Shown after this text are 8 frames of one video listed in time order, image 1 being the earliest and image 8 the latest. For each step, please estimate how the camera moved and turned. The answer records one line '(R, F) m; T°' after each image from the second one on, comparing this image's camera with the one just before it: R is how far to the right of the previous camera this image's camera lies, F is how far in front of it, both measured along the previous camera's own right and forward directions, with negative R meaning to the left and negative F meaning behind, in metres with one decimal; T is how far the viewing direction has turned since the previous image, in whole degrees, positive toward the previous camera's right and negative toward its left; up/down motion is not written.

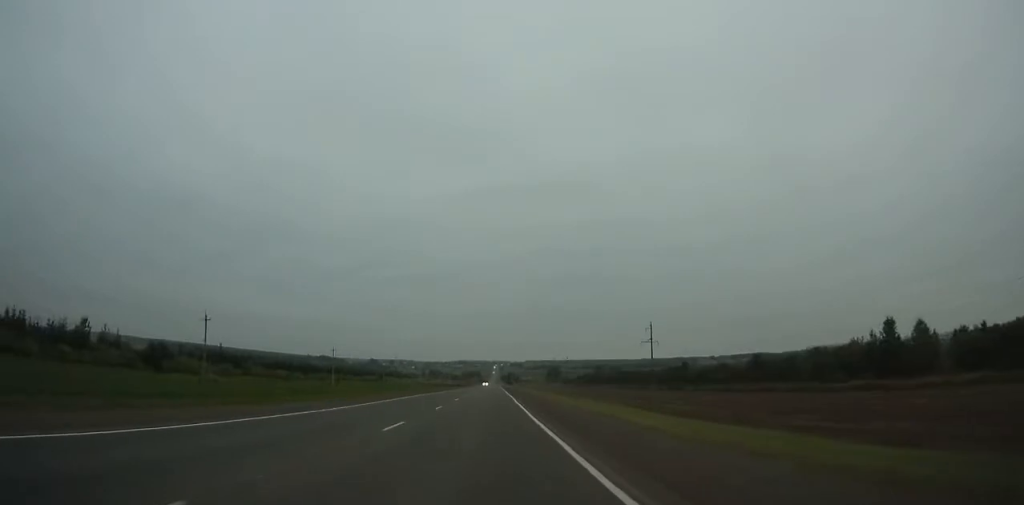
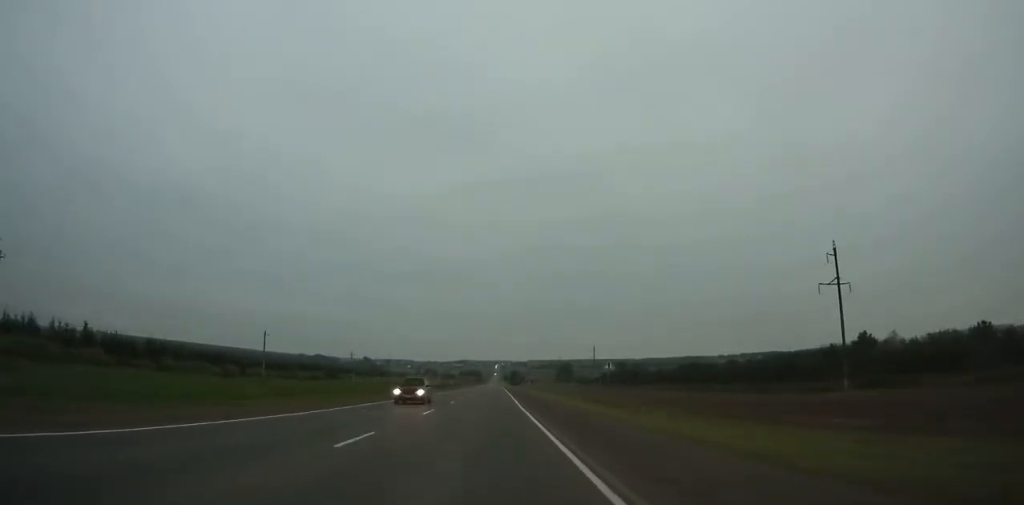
(-0.2, +102.9) m; 0°
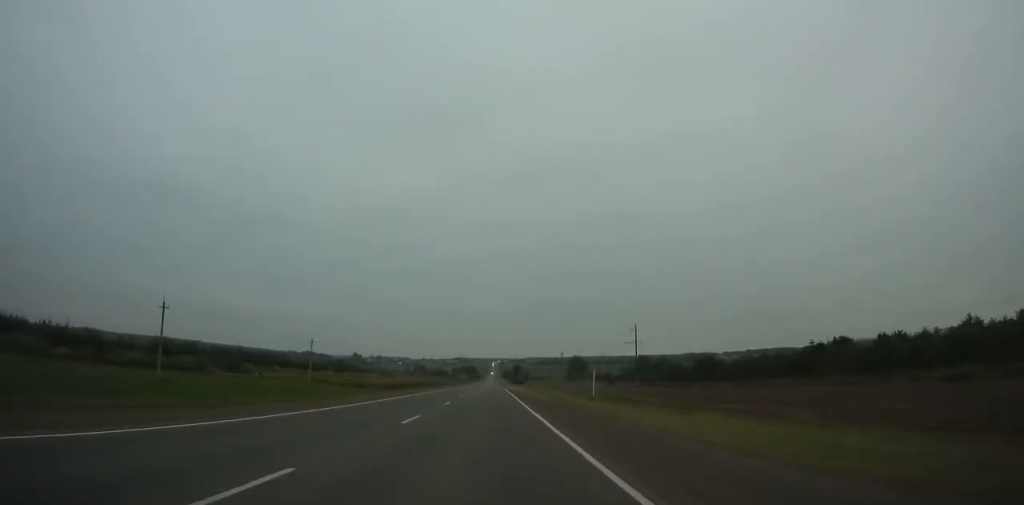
(-0.1, +91.6) m; 0°
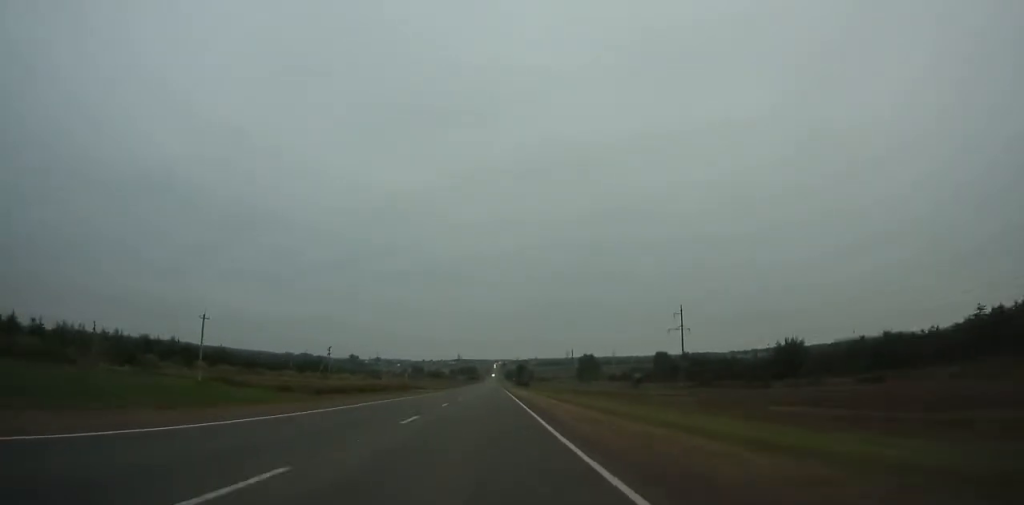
(+0.2, +47.4) m; 0°
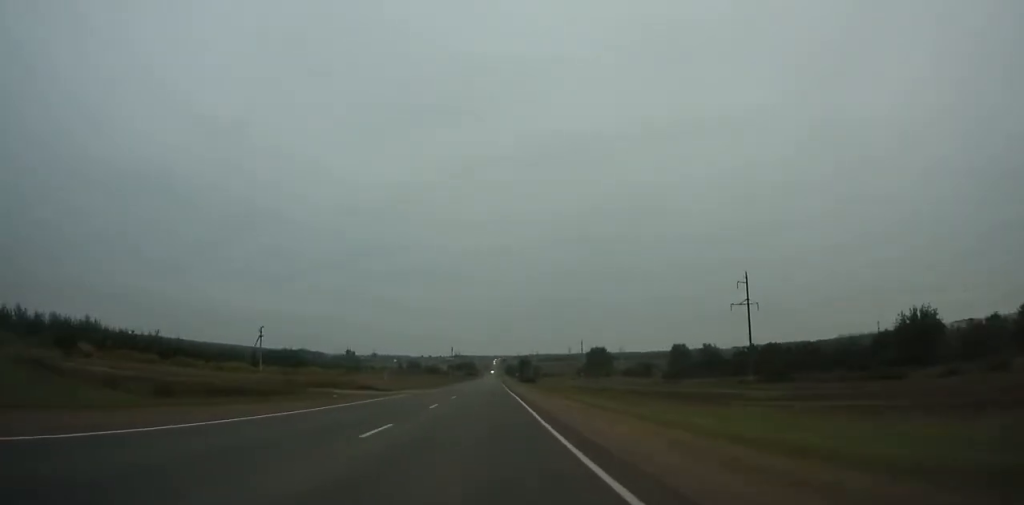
(0.0, +41.6) m; 0°
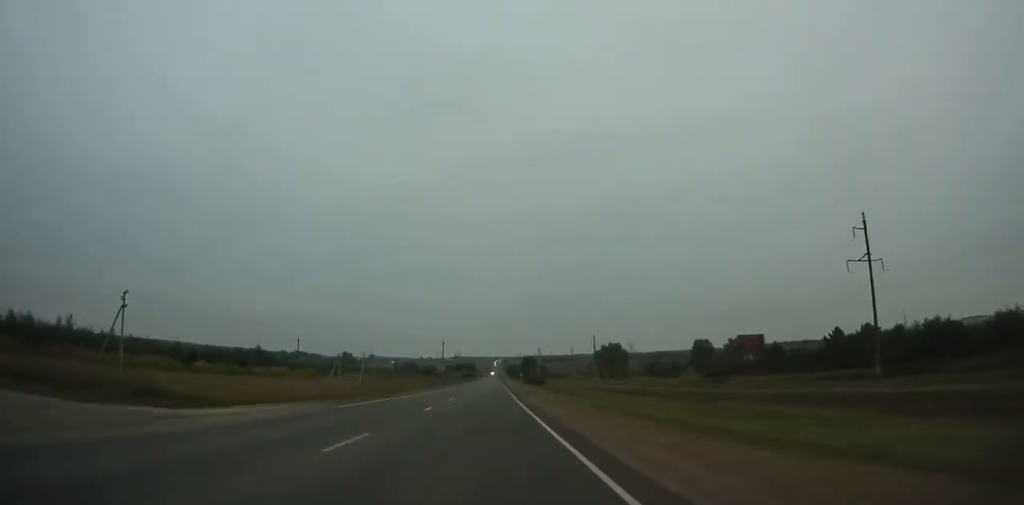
(-0.1, +38.7) m; 0°
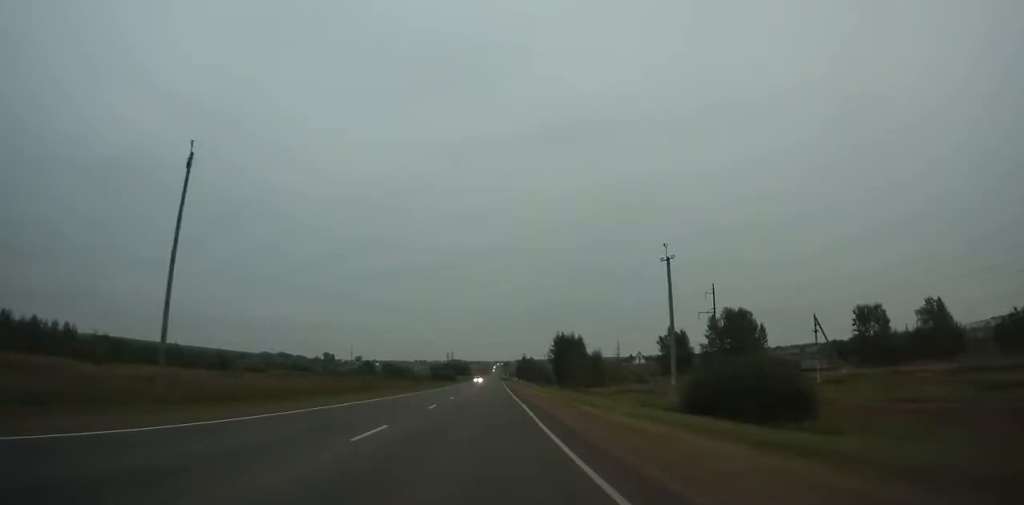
(-0.5, +154.4) m; 0°
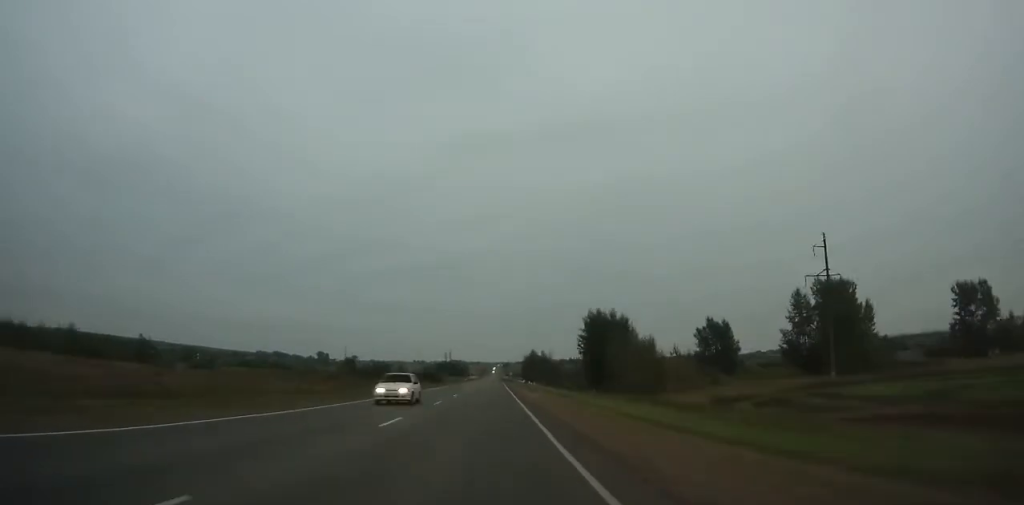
(0.0, +44.3) m; 0°
